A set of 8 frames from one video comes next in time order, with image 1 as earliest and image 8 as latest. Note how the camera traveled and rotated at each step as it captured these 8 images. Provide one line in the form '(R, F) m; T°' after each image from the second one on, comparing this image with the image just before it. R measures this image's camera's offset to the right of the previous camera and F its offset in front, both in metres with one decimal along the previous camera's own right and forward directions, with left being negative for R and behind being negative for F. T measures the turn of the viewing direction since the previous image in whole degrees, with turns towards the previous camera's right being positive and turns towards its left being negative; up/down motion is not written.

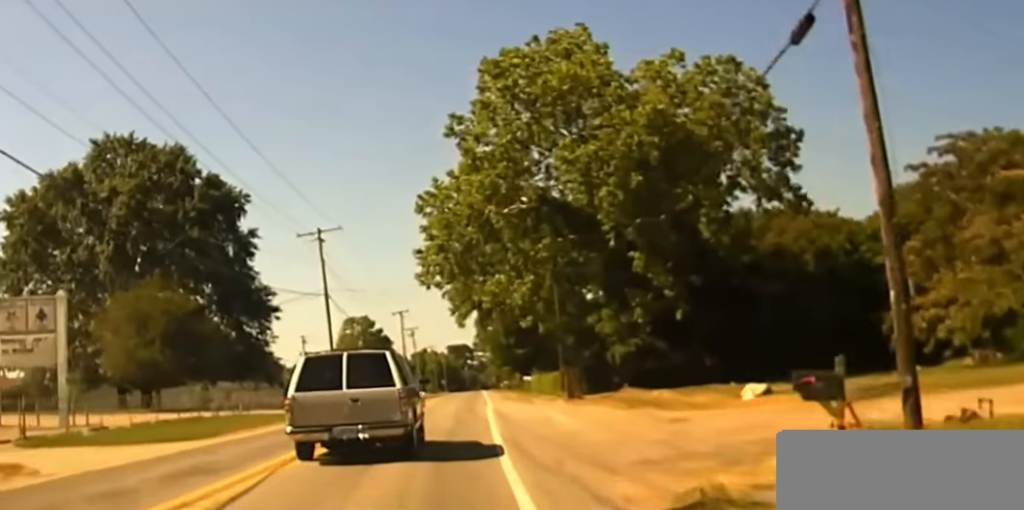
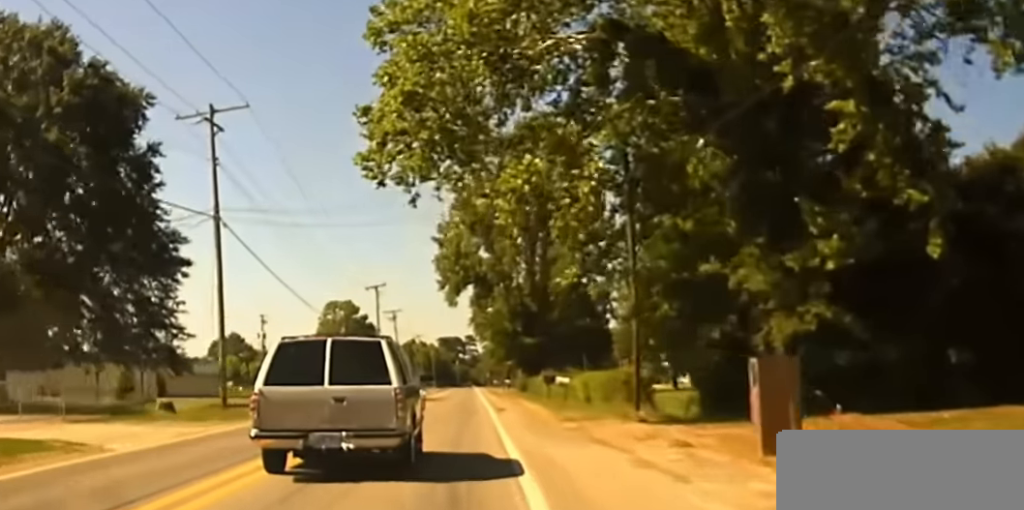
(0.0, +30.2) m; 0°
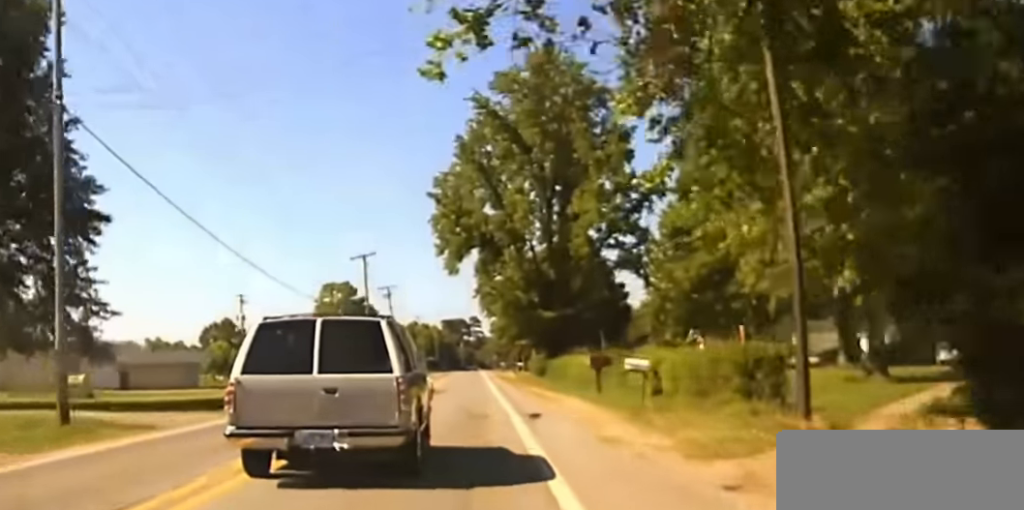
(0.0, +16.5) m; 0°
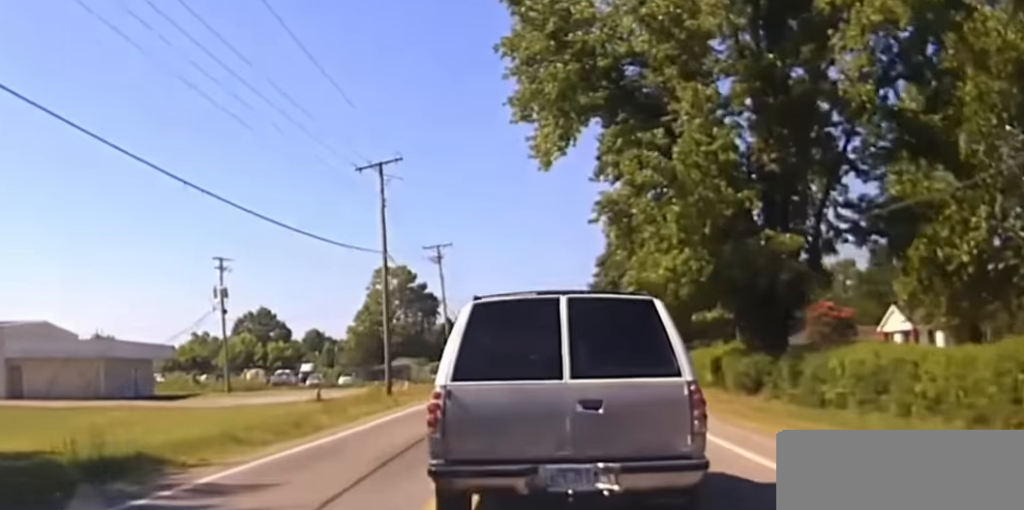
(-0.9, +45.4) m; -2°
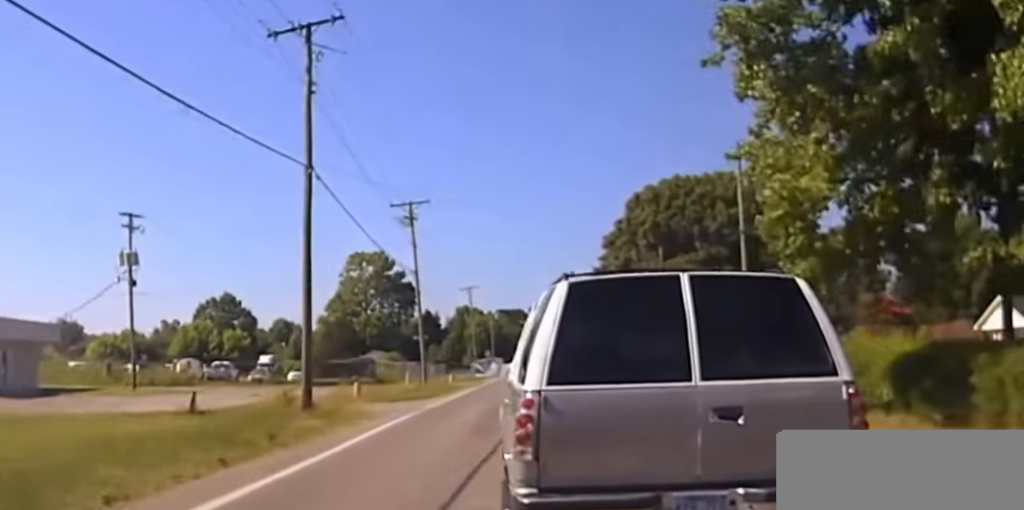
(-0.1, +20.9) m; +1°
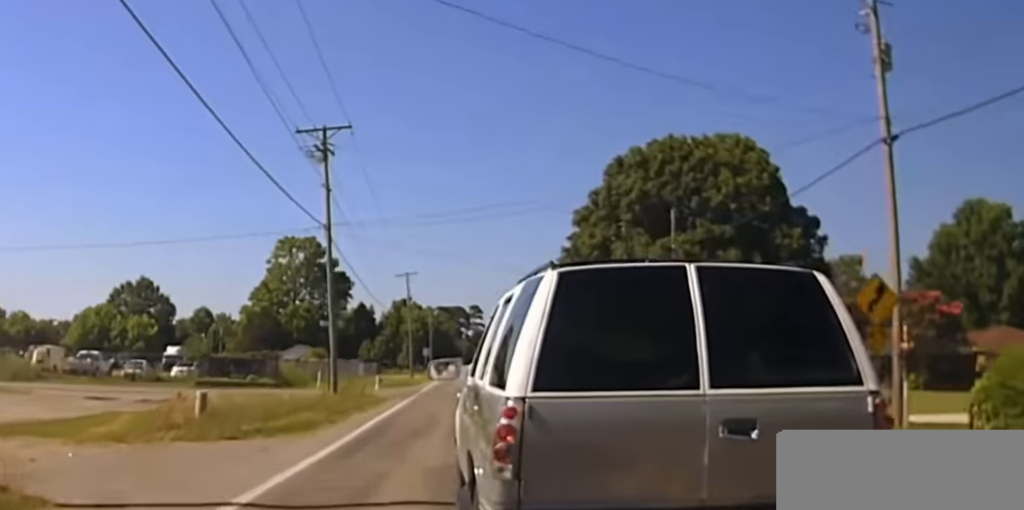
(-0.1, +20.3) m; +2°
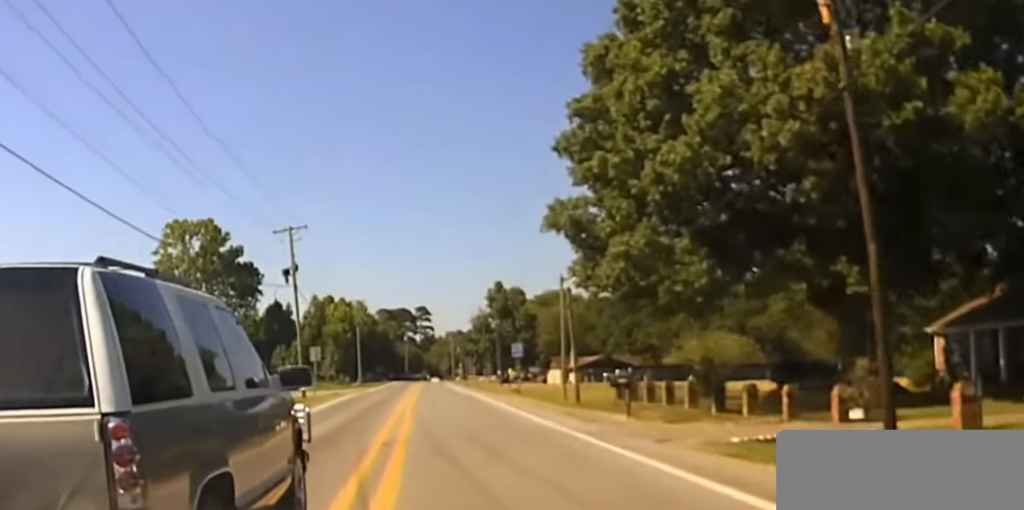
(+1.7, +43.9) m; +2°
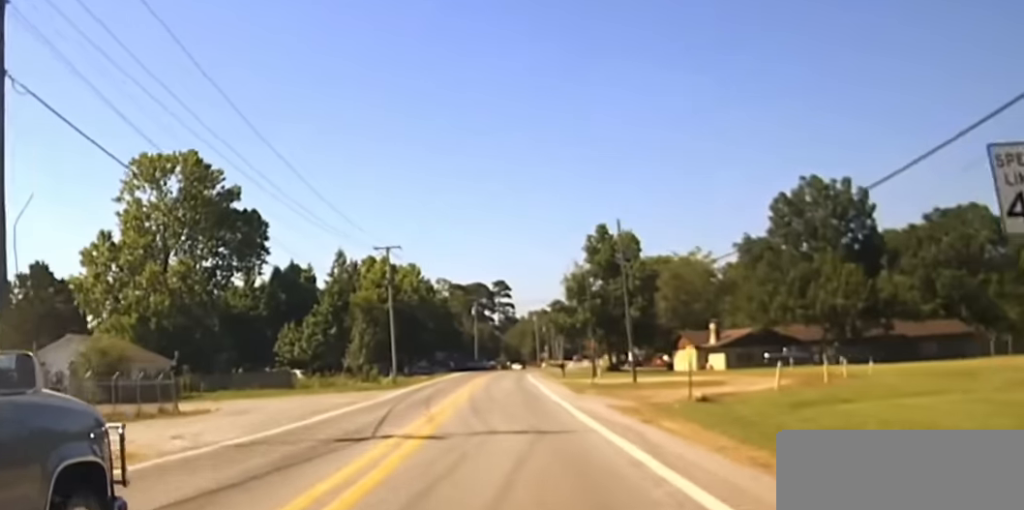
(-0.3, +50.8) m; -1°
